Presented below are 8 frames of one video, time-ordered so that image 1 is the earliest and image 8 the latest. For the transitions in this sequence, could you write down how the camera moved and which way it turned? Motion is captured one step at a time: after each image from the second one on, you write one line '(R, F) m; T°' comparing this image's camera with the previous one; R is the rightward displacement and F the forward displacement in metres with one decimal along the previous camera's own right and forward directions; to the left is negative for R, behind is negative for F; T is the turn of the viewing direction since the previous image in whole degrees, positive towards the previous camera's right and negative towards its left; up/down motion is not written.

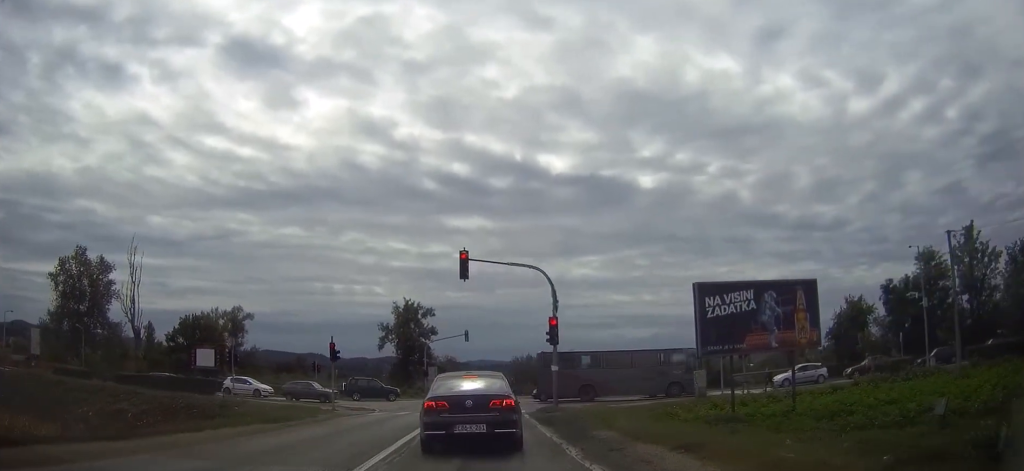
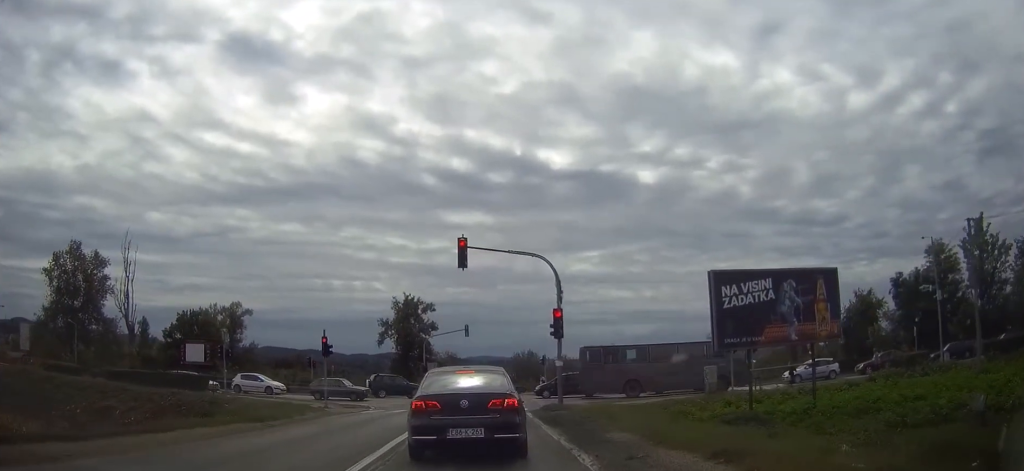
(0.0, +2.2) m; 0°
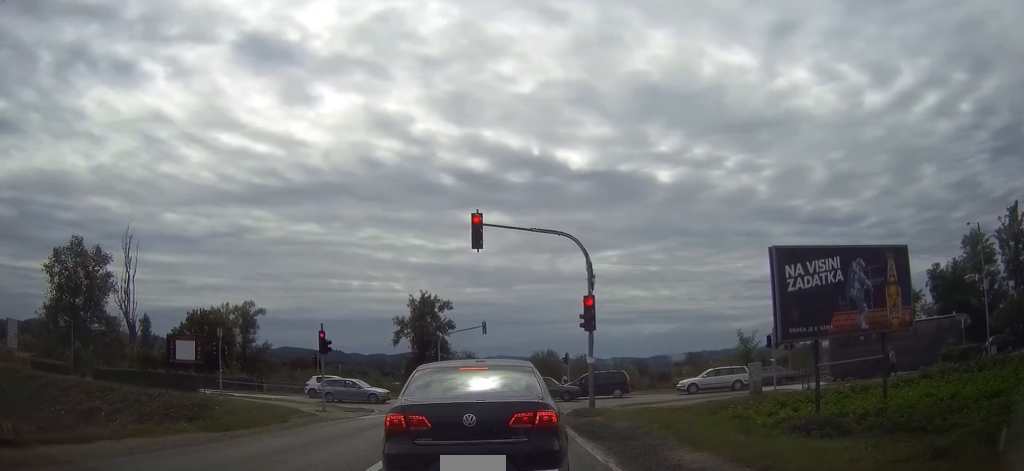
(0.0, +4.7) m; 0°
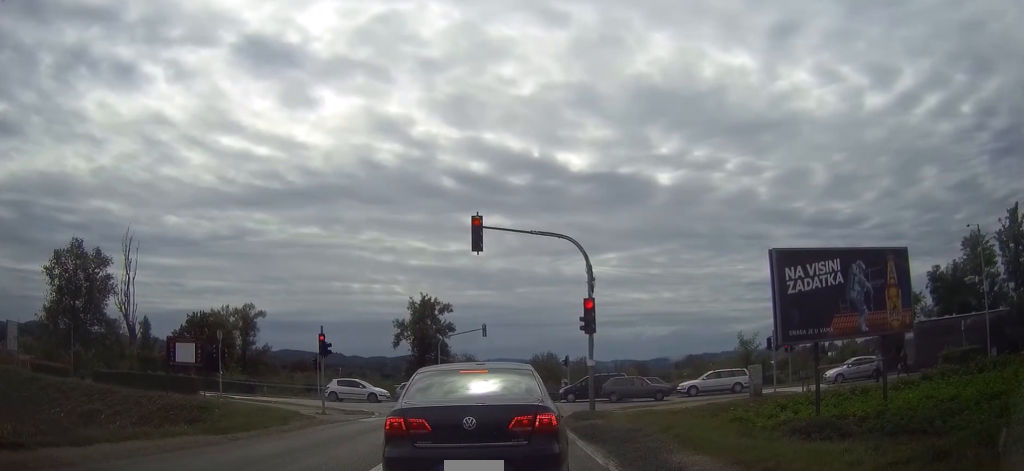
(+0.2, +0.2) m; 0°
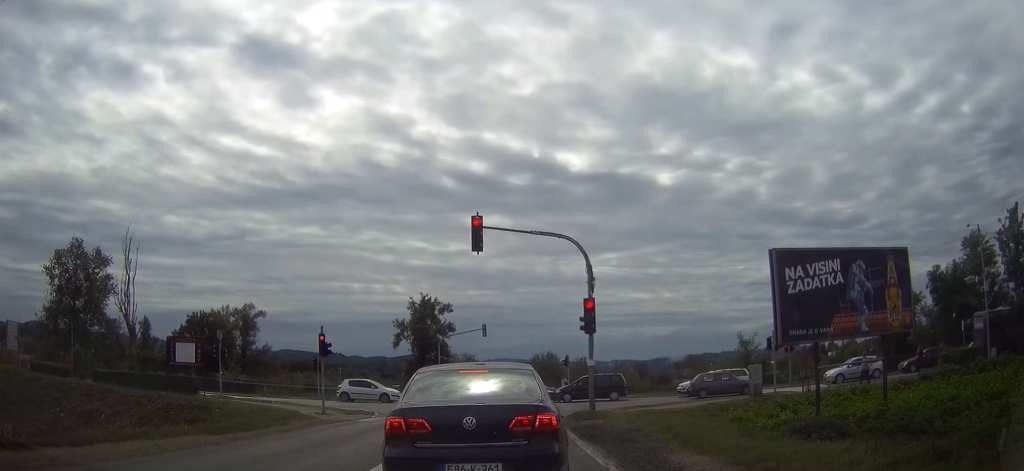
(-0.1, -0.2) m; 0°
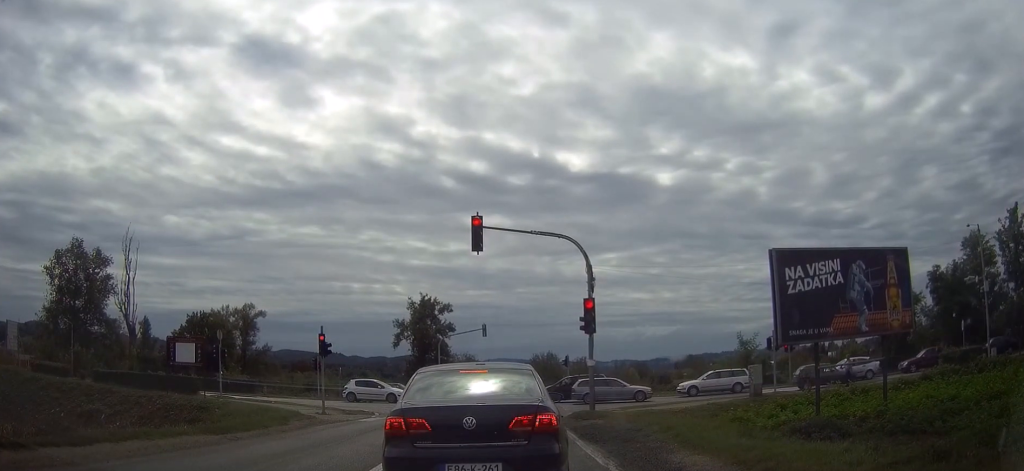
(0.0, 0.0) m; 0°
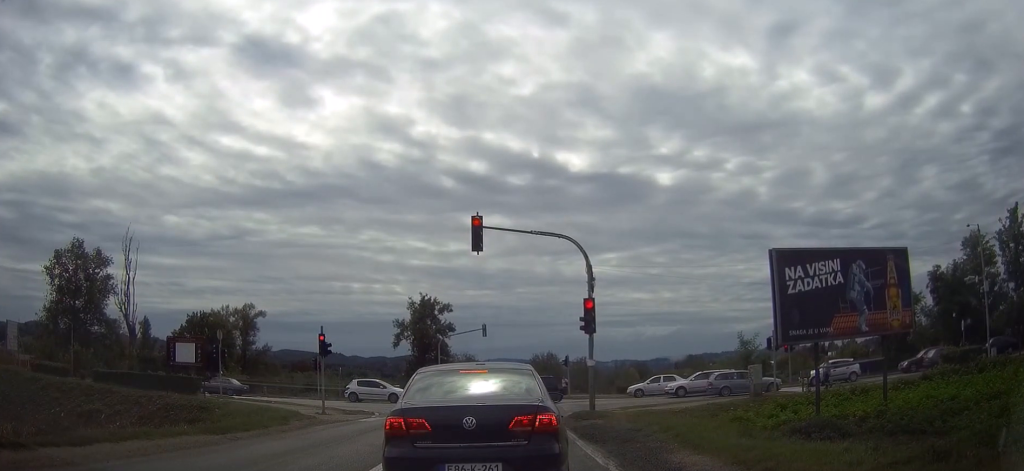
(0.0, 0.0) m; 0°
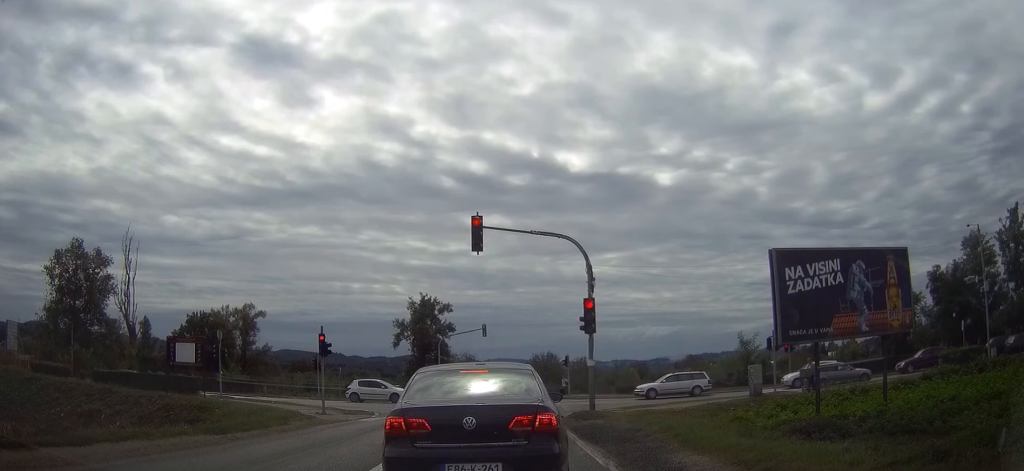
(0.0, 0.0) m; 0°
